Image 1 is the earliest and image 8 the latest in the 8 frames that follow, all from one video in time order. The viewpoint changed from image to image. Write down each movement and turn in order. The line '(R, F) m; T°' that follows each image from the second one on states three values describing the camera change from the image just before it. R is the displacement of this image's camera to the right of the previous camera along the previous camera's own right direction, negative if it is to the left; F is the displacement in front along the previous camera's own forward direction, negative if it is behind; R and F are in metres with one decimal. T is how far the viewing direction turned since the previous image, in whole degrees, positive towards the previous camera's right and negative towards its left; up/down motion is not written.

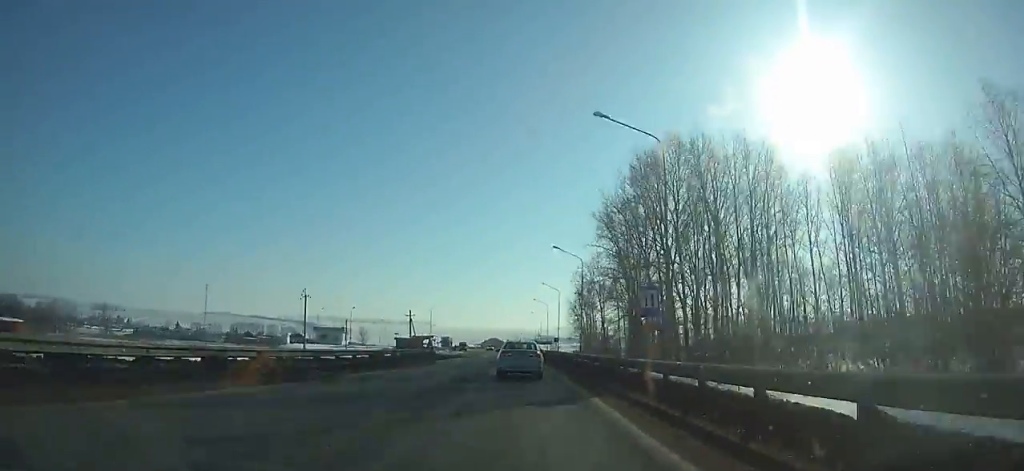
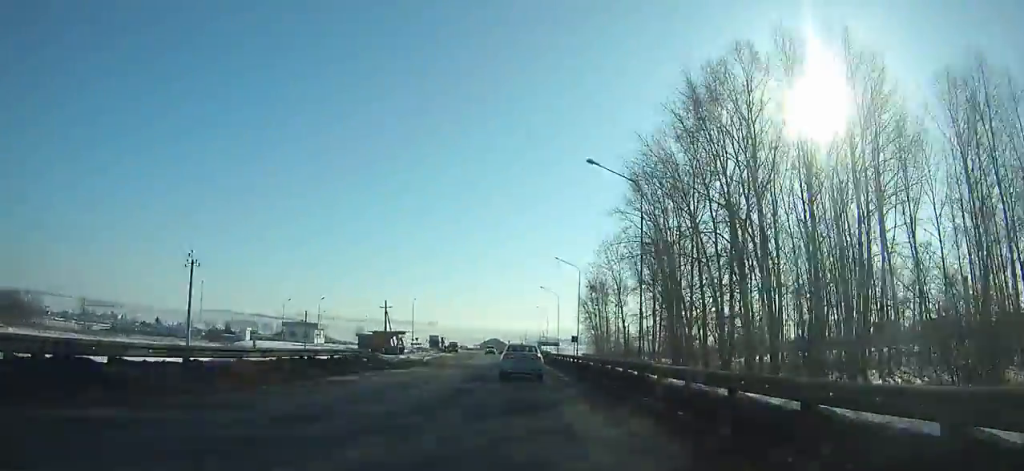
(0.0, +25.6) m; 0°
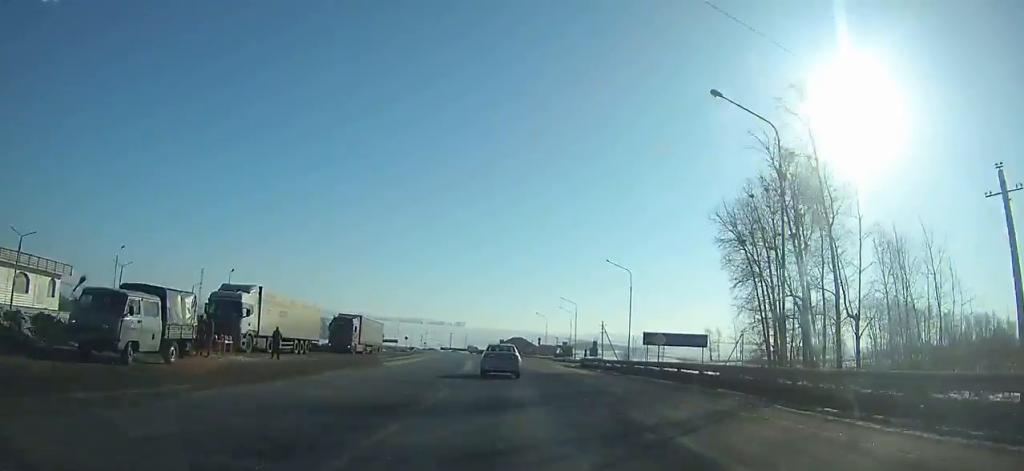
(-3.4, +108.8) m; -5°
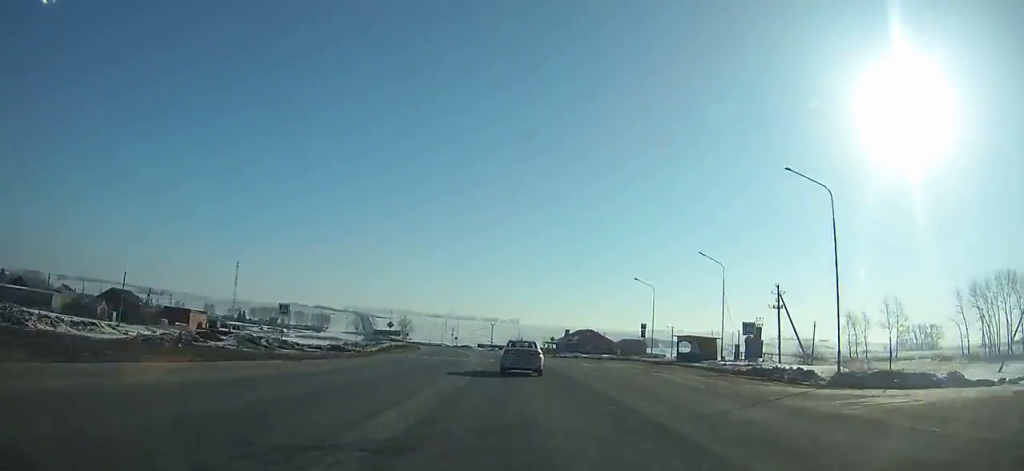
(-3.1, +65.6) m; -6°
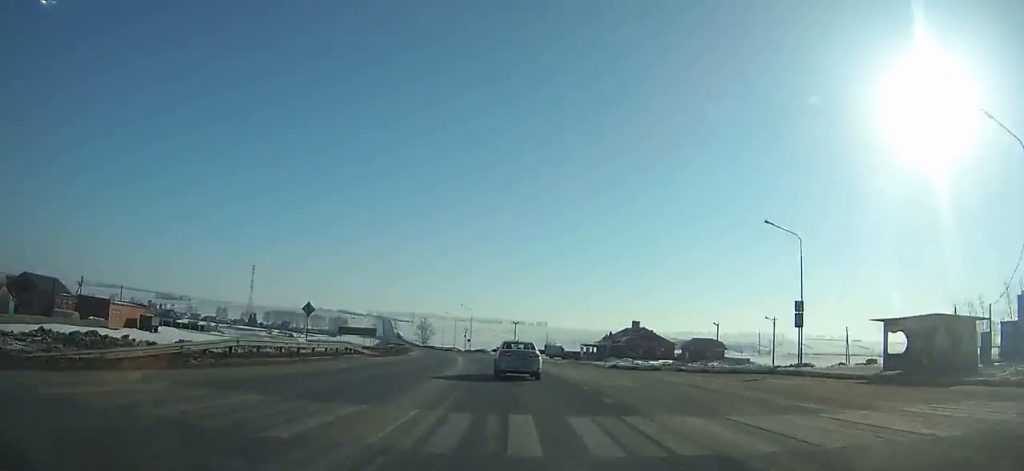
(-1.3, +35.7) m; -4°
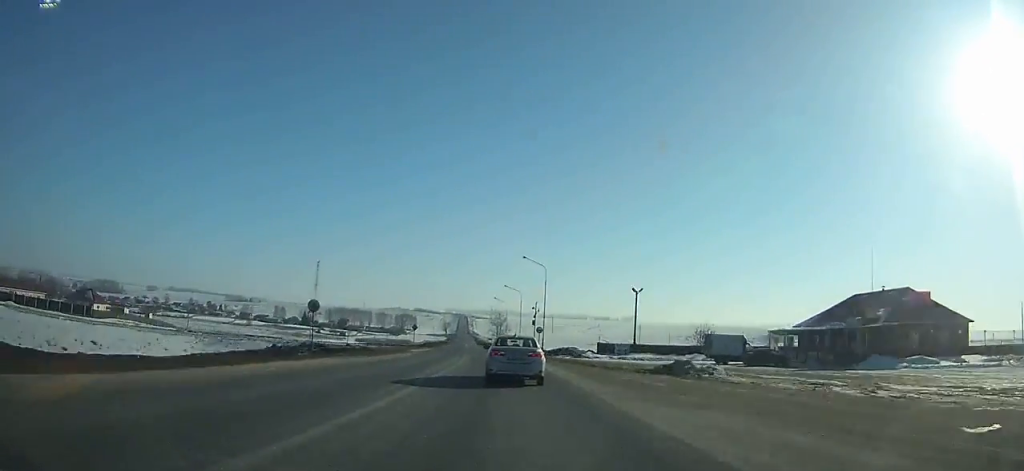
(-3.9, +64.5) m; -7°
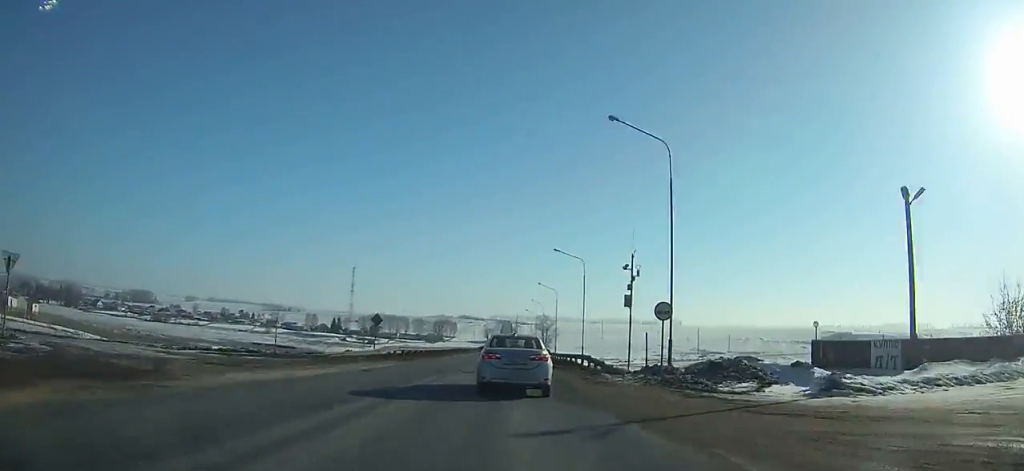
(-1.2, +38.2) m; -2°
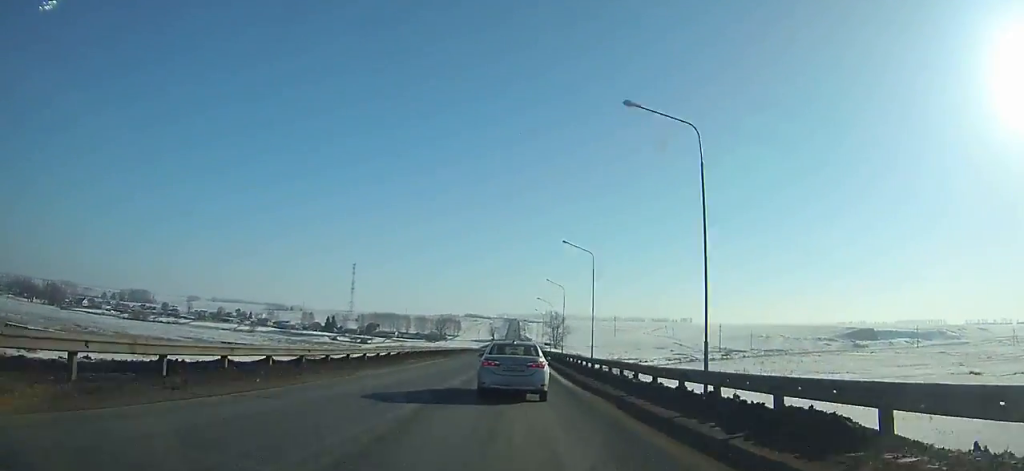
(-0.4, +34.4) m; -1°
